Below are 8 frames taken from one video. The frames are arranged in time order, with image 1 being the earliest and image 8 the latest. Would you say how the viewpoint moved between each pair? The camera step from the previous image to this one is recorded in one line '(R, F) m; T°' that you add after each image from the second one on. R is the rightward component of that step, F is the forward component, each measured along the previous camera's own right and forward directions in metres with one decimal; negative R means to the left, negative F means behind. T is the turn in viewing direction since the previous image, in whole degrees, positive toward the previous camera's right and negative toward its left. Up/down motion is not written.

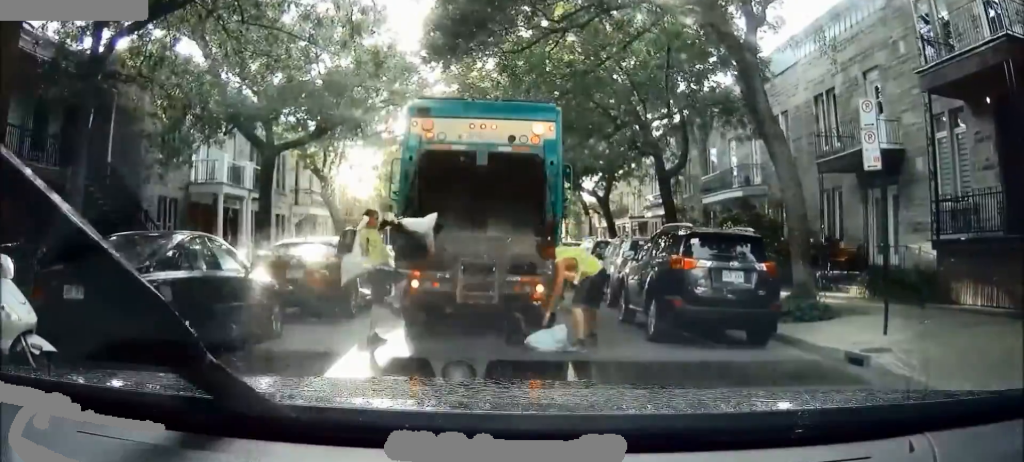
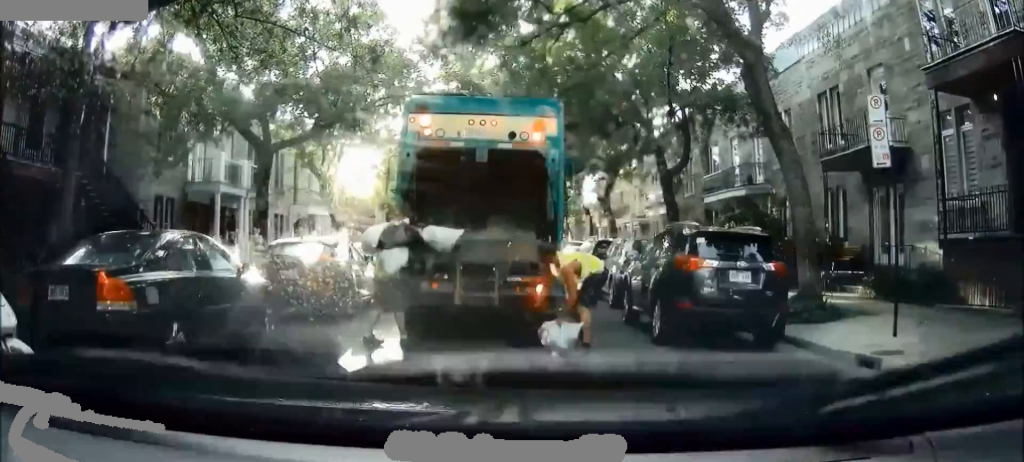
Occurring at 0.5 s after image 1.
(0.0, +0.2) m; 0°
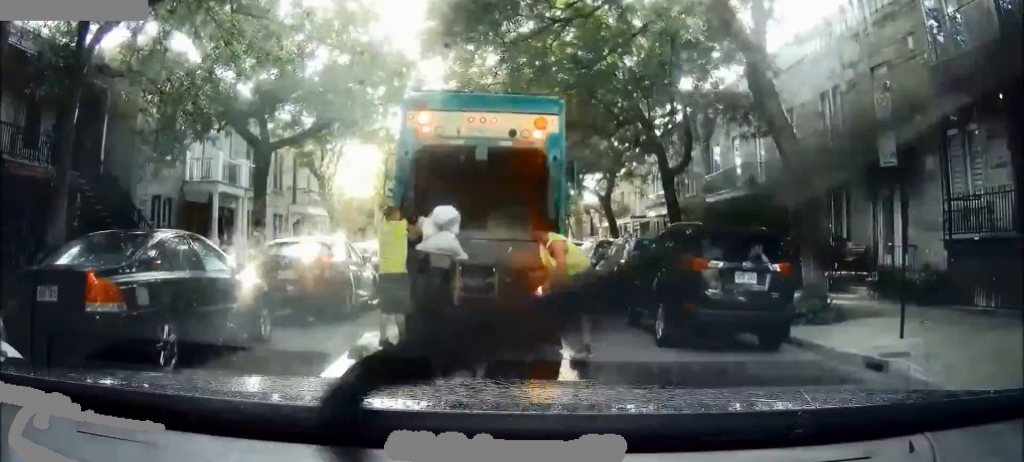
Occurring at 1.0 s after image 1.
(+0.1, +0.2) m; 0°
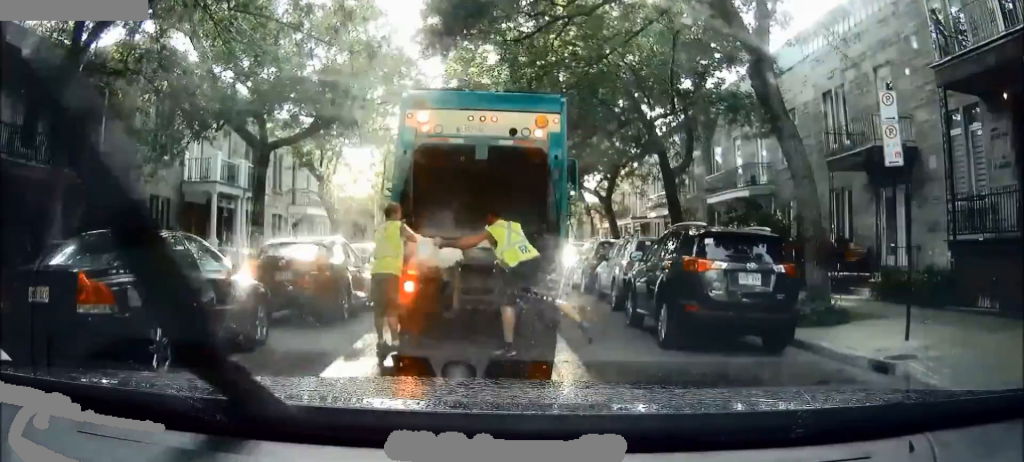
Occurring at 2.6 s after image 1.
(+0.2, +0.4) m; 0°
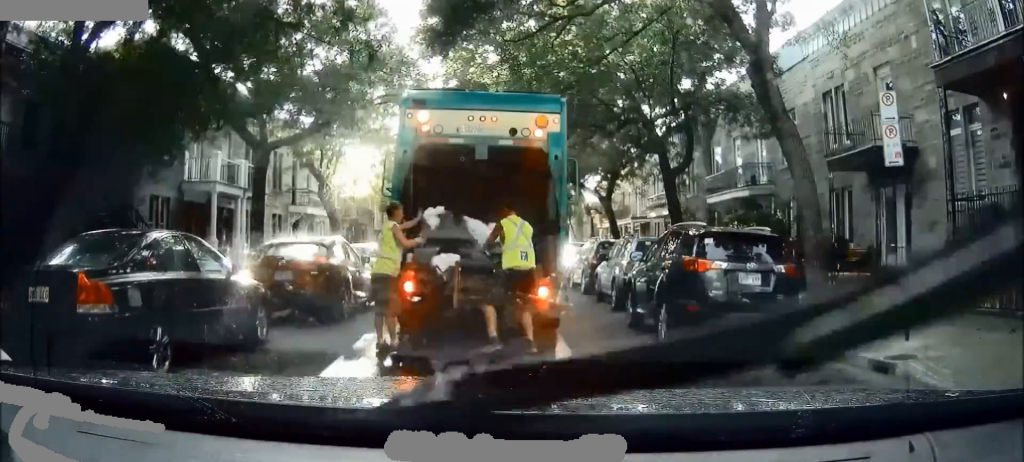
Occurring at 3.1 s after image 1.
(0.0, +0.1) m; 0°
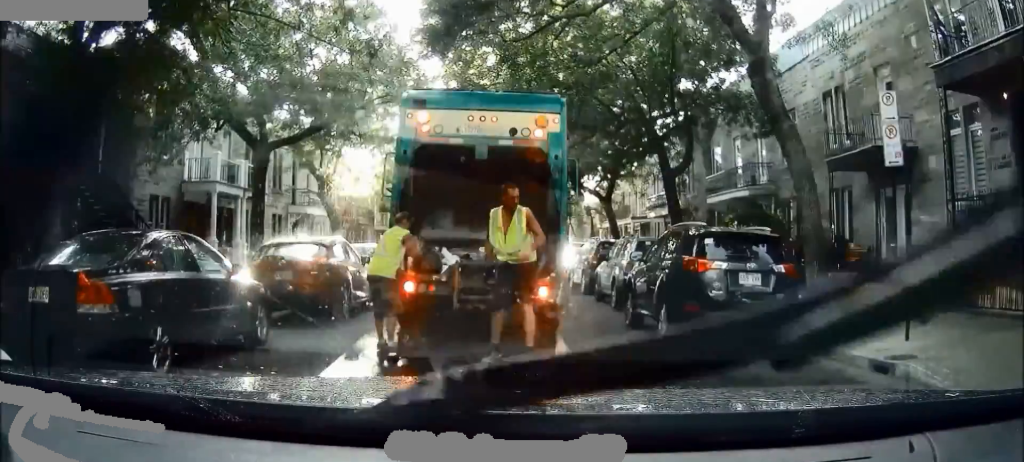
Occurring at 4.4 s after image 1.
(+0.1, +0.1) m; 0°
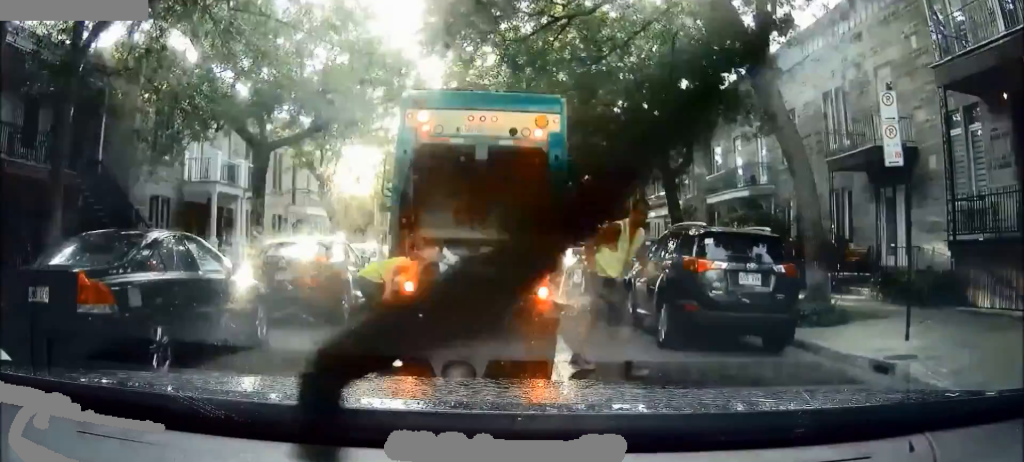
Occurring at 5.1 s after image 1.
(0.0, 0.0) m; 0°
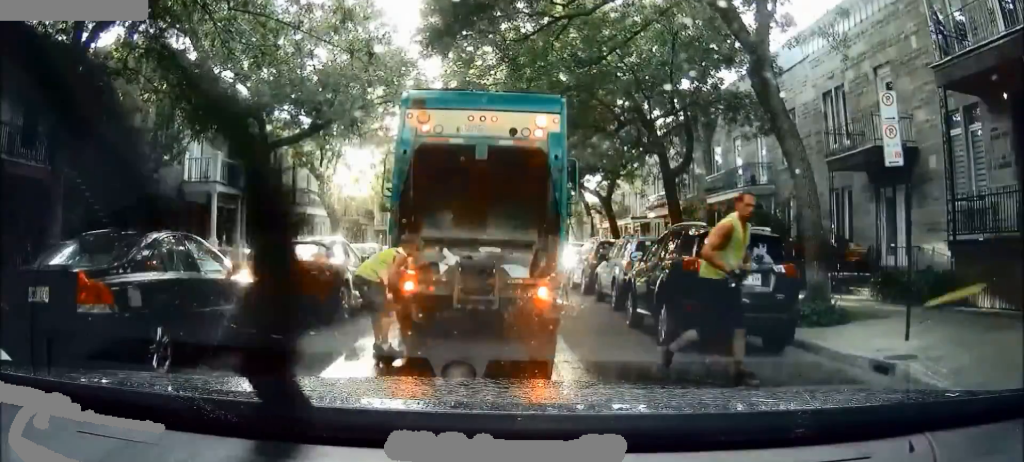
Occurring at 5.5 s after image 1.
(0.0, 0.0) m; 0°
